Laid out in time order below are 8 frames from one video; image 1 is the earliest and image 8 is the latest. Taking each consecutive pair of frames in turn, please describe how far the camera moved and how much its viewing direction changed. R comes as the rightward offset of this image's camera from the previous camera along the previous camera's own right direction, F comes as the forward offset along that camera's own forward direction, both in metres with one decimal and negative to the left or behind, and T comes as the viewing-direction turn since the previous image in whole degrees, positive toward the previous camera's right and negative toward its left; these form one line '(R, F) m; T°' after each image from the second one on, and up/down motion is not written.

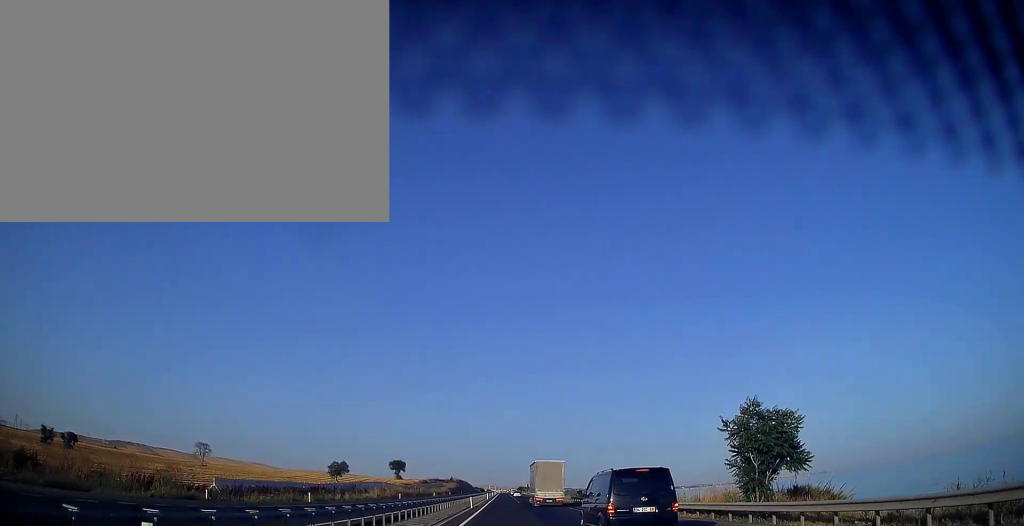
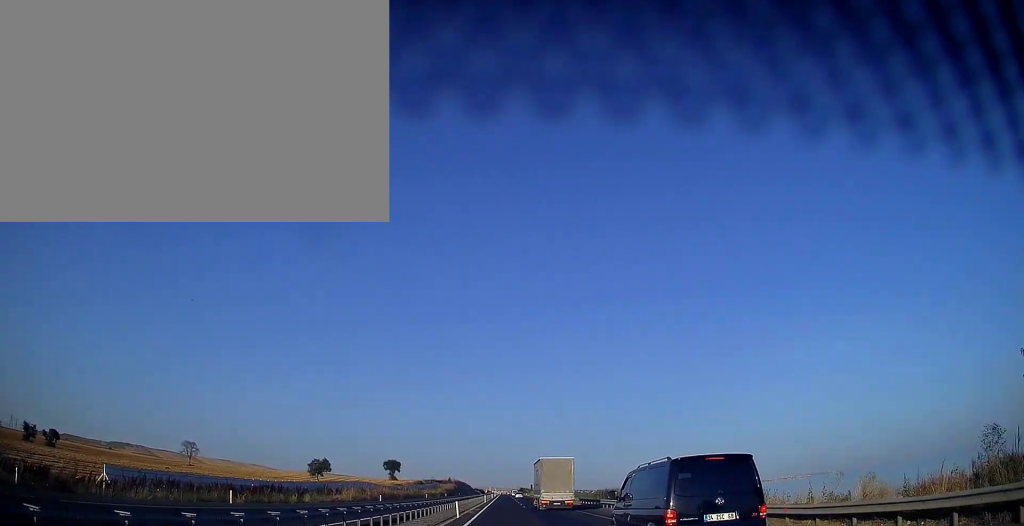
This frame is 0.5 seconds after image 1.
(-0.2, +16.8) m; 0°
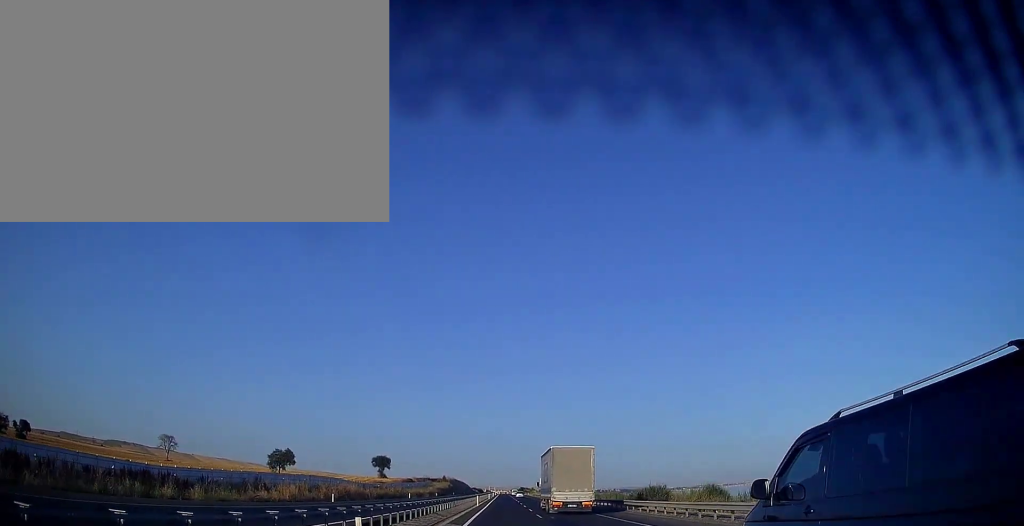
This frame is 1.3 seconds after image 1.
(+0.1, +24.3) m; 0°
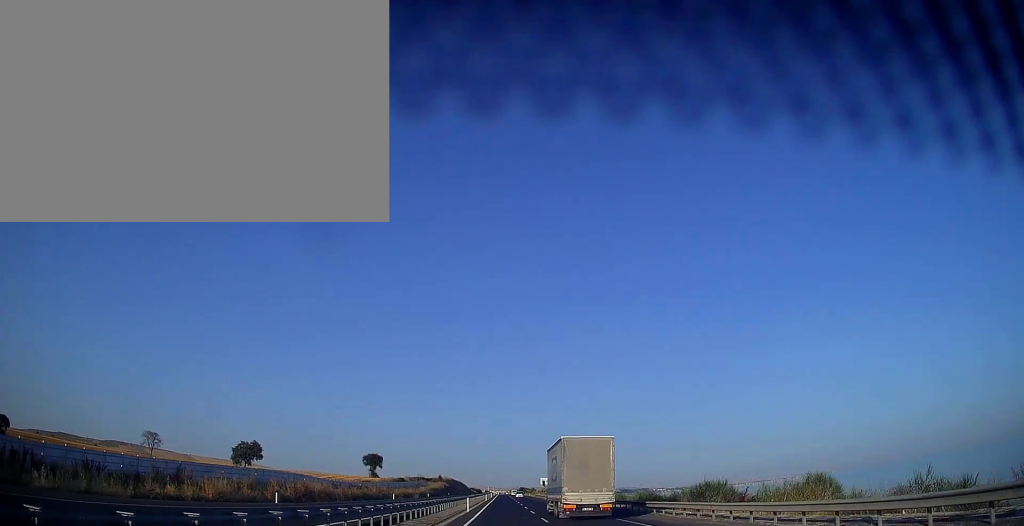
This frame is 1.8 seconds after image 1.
(+0.1, +15.8) m; 0°
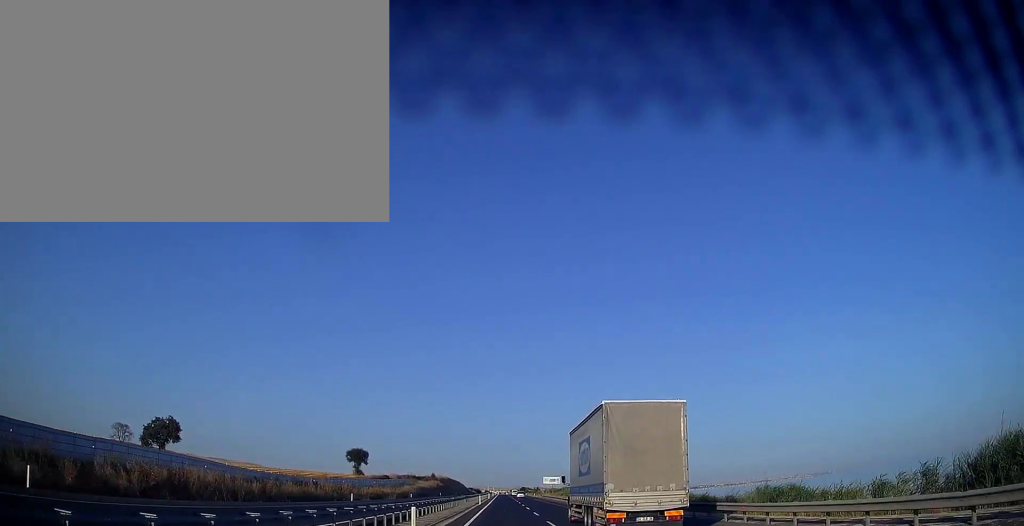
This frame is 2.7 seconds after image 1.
(0.0, +27.4) m; 0°
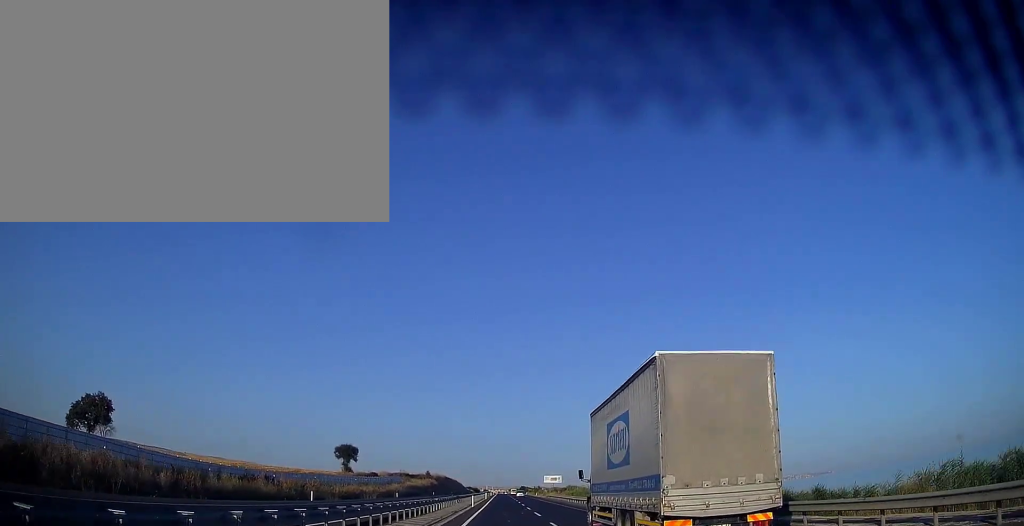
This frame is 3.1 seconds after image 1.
(0.0, +14.8) m; 0°
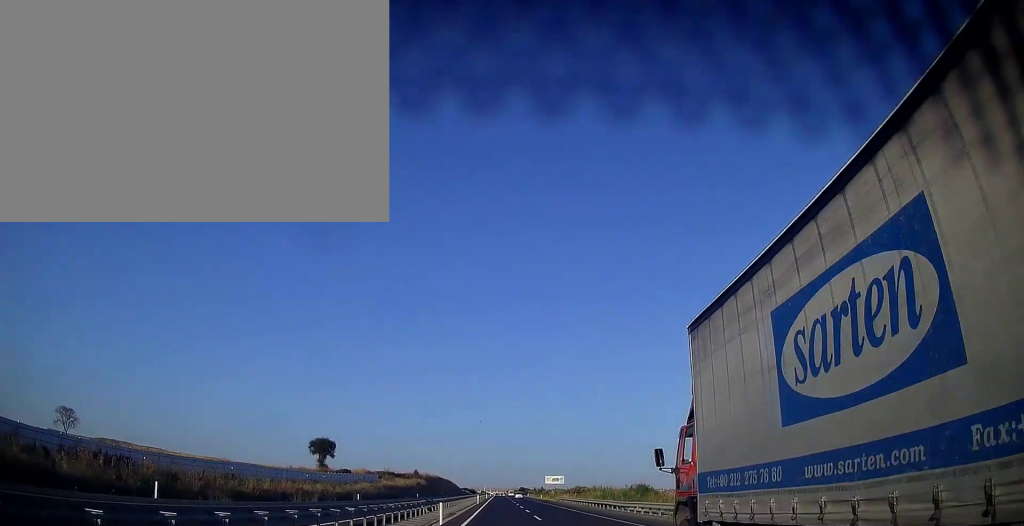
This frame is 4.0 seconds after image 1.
(0.0, +26.3) m; 0°
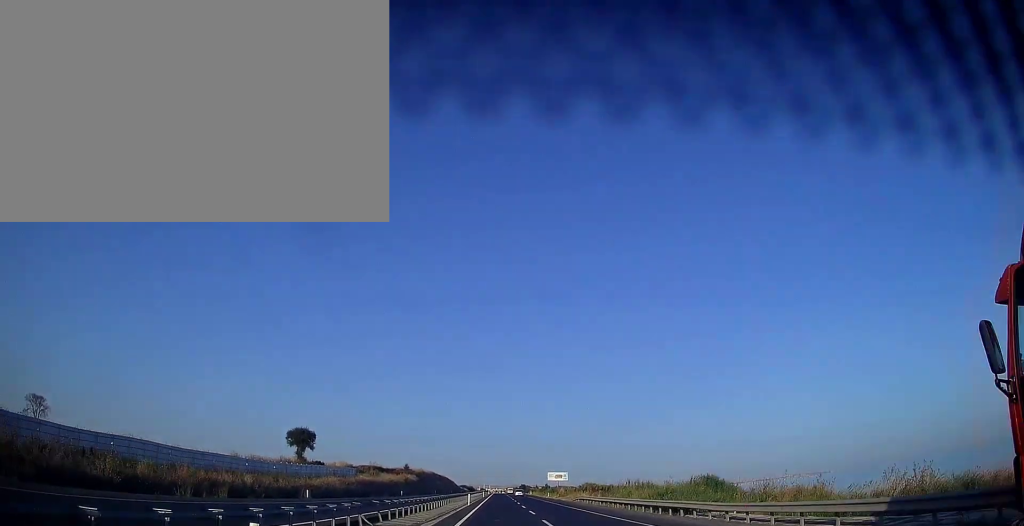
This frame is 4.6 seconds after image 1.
(+0.3, +19.9) m; 0°
